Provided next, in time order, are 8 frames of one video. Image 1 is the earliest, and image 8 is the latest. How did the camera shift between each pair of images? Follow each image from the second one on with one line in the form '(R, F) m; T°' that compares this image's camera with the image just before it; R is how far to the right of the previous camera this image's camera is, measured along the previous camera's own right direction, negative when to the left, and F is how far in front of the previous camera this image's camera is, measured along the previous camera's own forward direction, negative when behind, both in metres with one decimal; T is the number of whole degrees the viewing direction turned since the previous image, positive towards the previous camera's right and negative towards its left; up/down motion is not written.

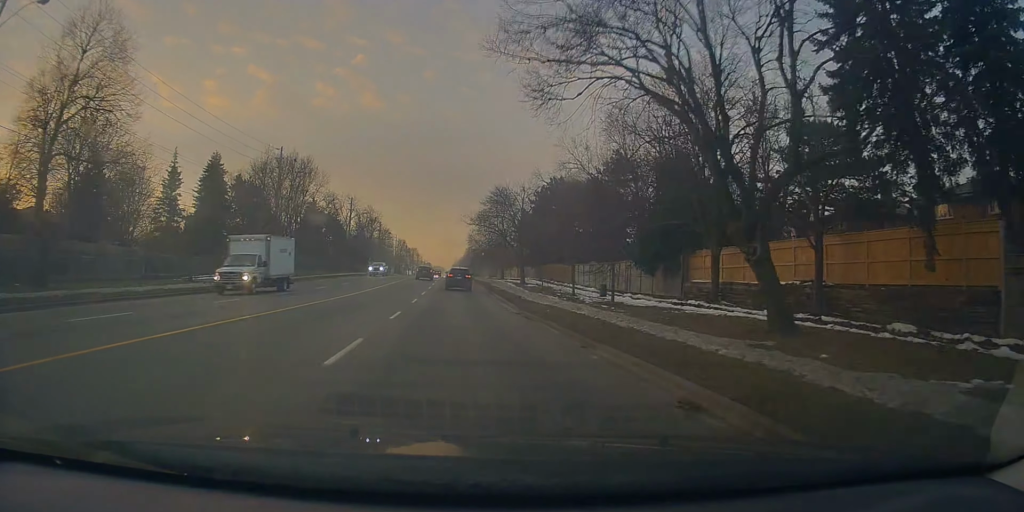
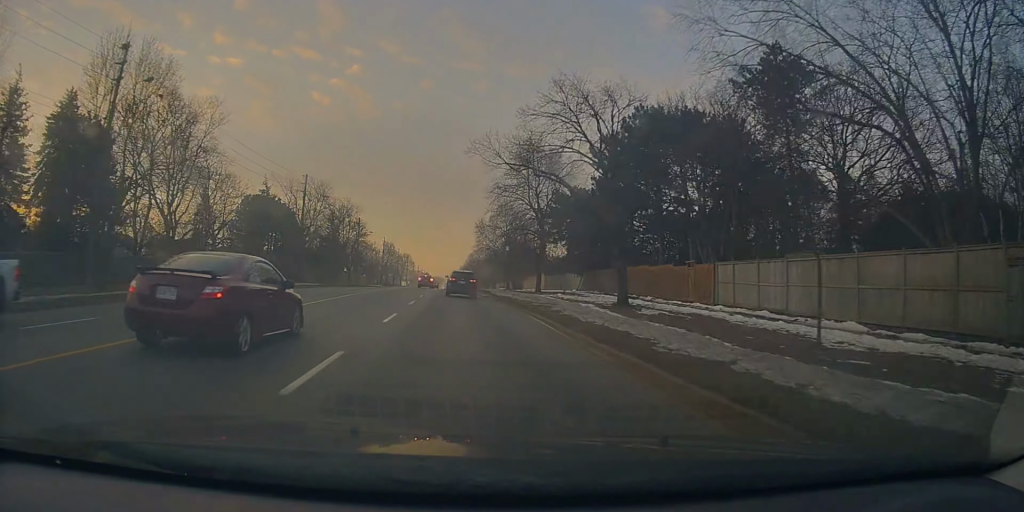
(+0.1, +35.5) m; 0°
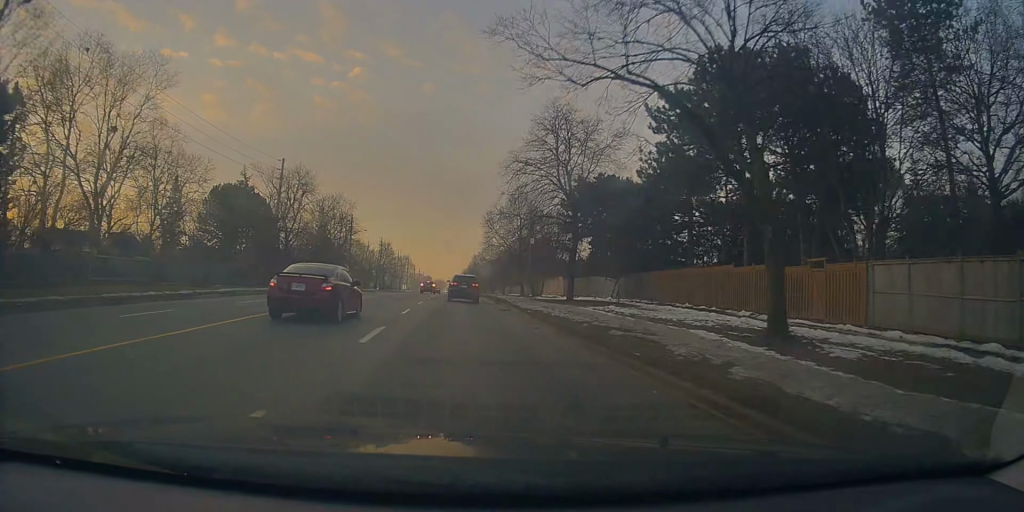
(+0.6, +12.6) m; 0°
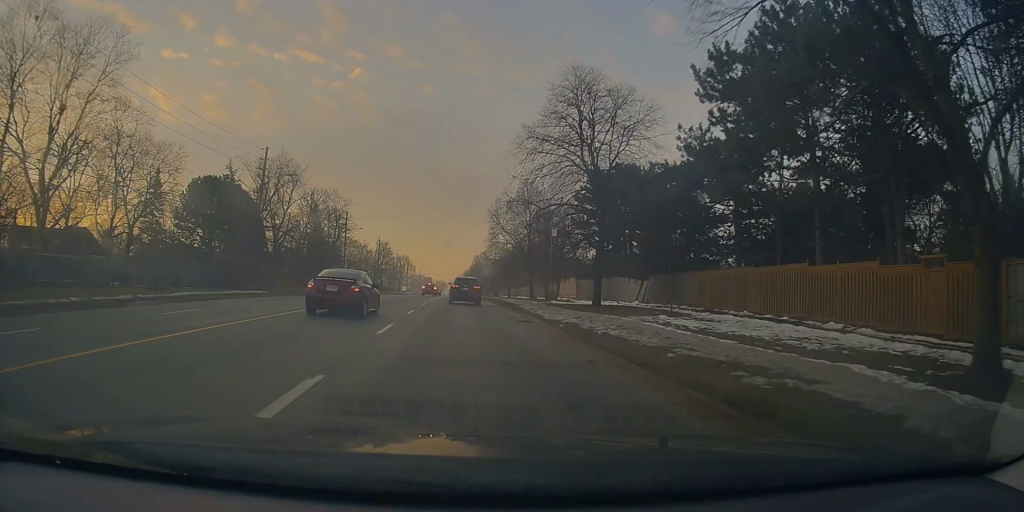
(-0.4, +6.6) m; -1°
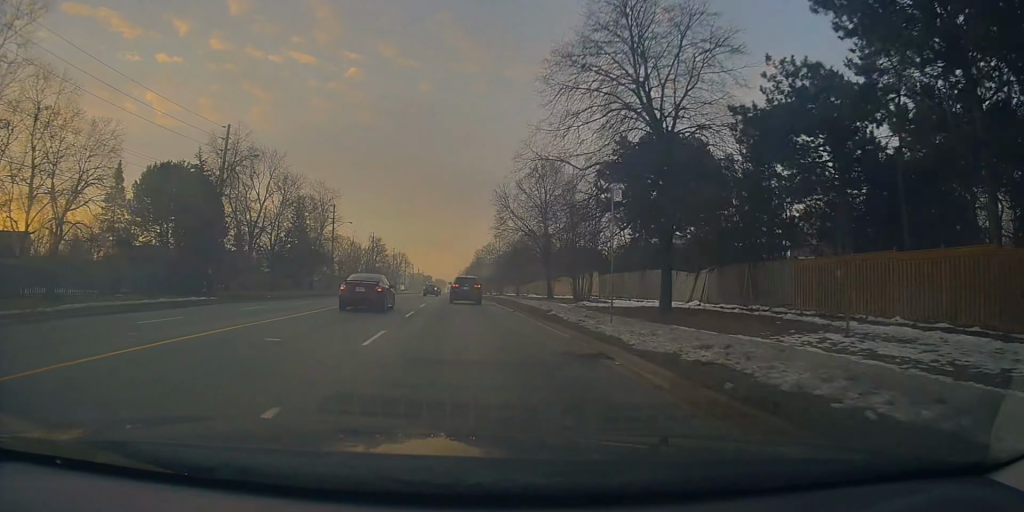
(-0.4, +10.2) m; 0°
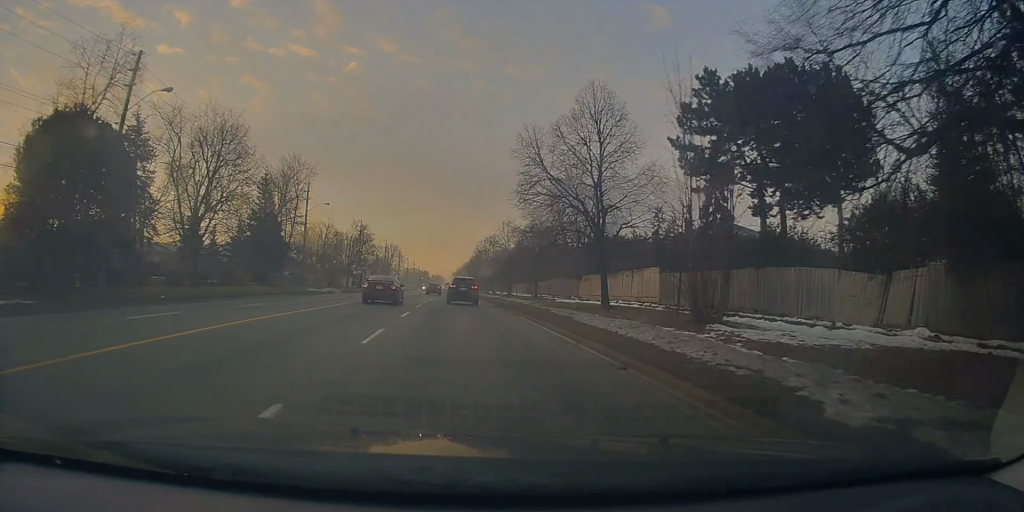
(+0.5, +16.6) m; +2°
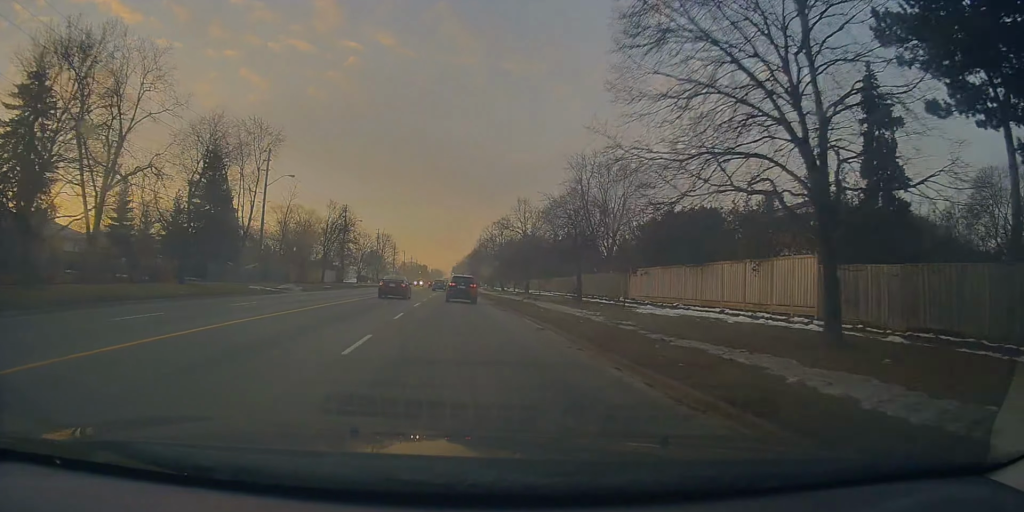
(+0.1, +17.8) m; 0°
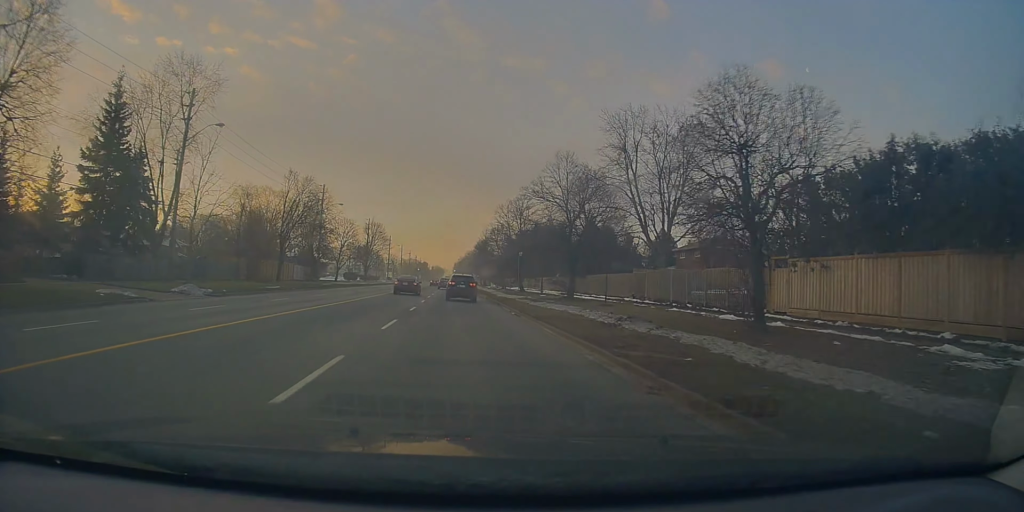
(-0.2, +20.3) m; -1°
